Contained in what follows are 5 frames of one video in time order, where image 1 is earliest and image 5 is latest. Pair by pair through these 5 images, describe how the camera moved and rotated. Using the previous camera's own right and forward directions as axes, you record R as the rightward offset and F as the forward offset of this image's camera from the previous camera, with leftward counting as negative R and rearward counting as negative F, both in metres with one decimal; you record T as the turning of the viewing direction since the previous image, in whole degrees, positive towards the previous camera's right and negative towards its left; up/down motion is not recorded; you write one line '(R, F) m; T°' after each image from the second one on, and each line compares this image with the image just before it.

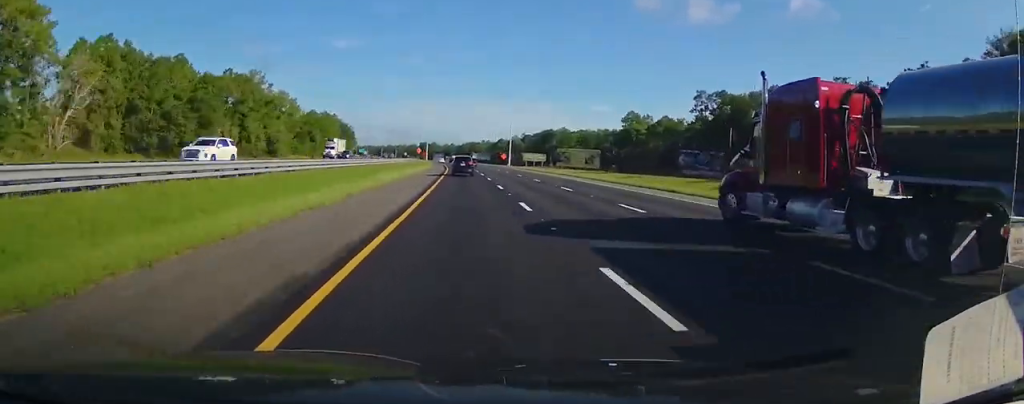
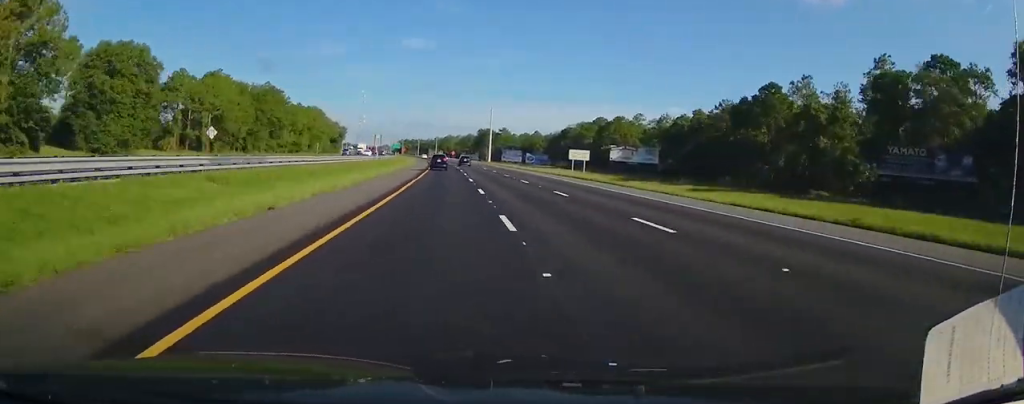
(-24.7, +332.9) m; -9°
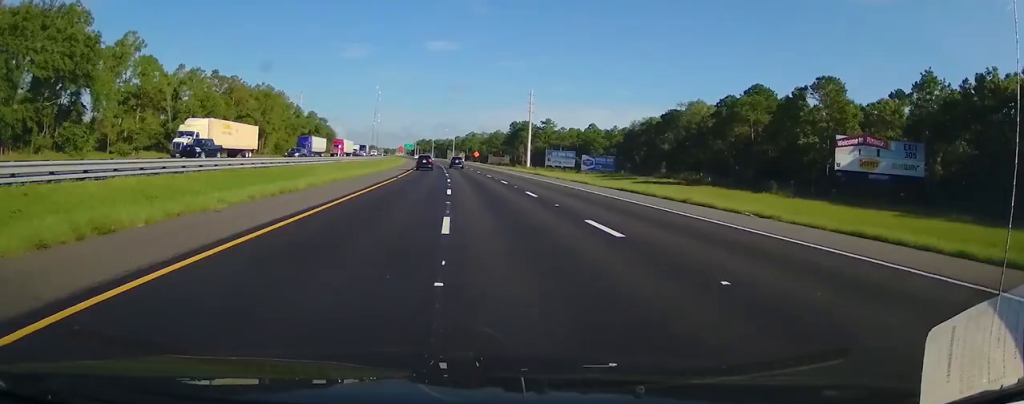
(-1.7, +92.8) m; -3°
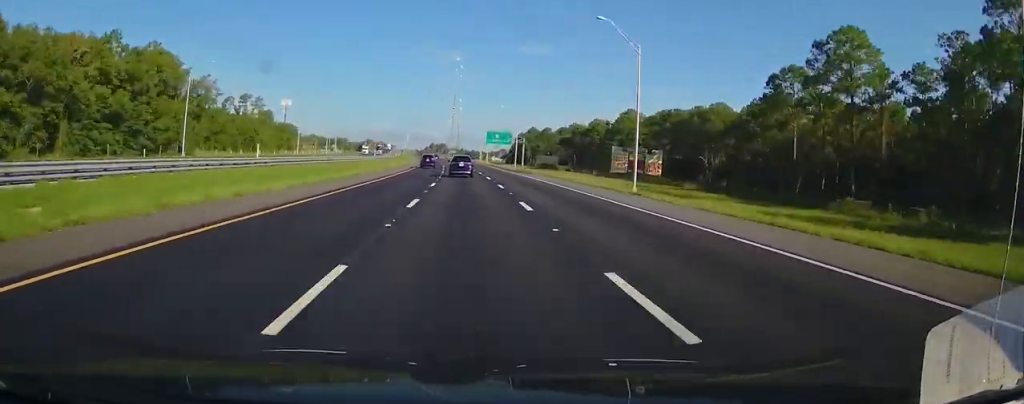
(-24.6, +271.2) m; -10°
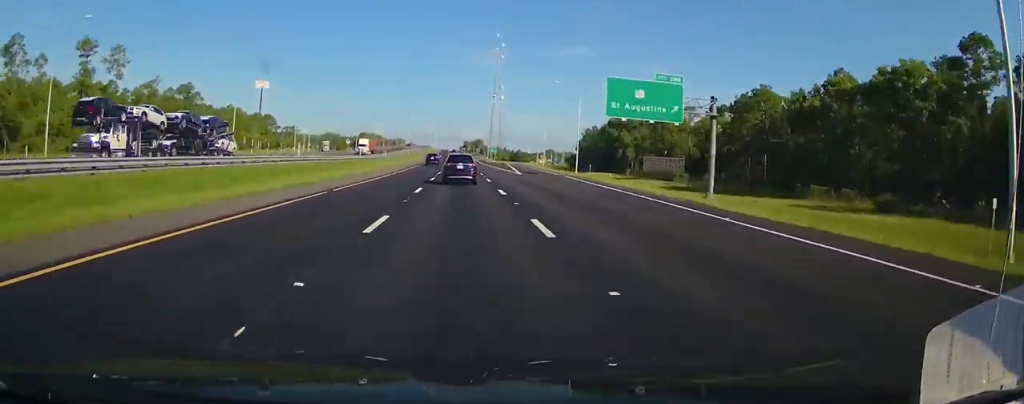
(-3.5, +105.9) m; -1°
